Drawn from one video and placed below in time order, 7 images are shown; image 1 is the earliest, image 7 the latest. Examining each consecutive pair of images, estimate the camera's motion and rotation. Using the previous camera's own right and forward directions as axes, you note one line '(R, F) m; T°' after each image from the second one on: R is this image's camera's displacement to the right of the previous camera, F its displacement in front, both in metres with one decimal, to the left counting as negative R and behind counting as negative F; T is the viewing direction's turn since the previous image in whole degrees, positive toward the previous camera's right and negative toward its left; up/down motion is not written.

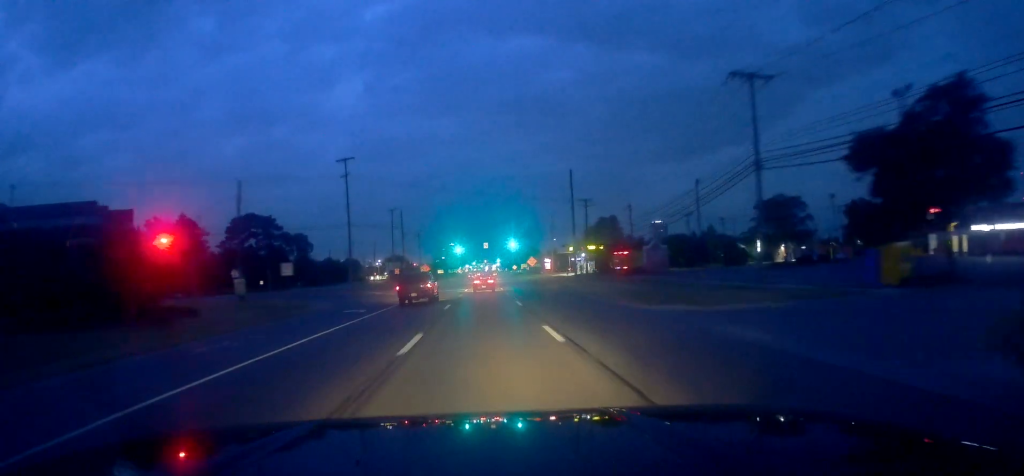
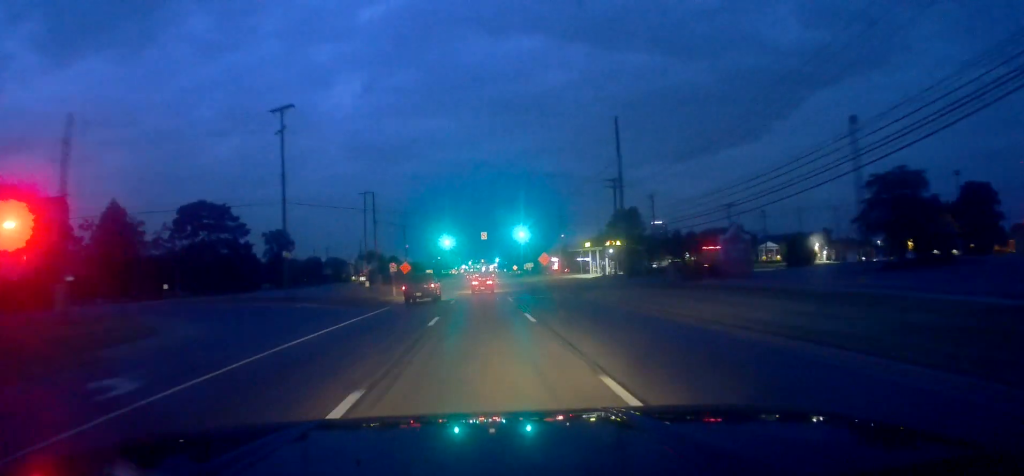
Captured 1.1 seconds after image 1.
(+0.2, +22.6) m; 0°
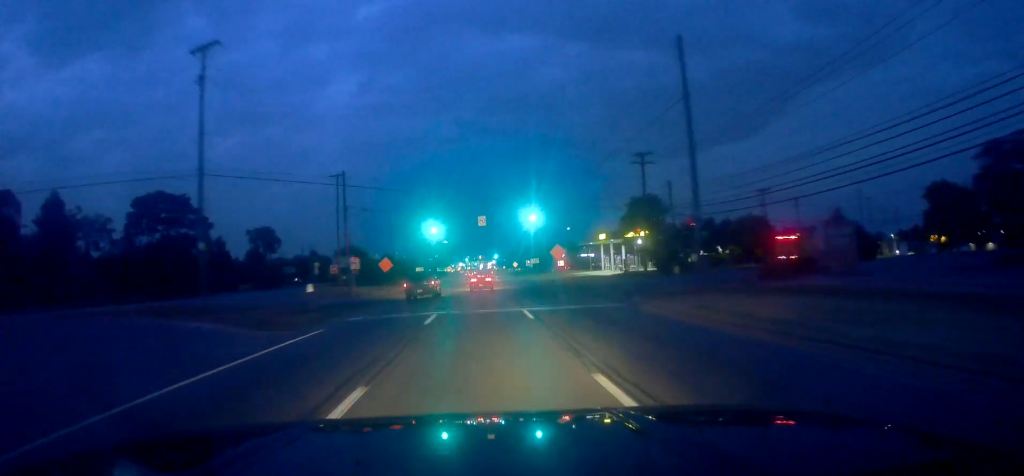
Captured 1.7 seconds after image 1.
(0.0, +14.7) m; 0°
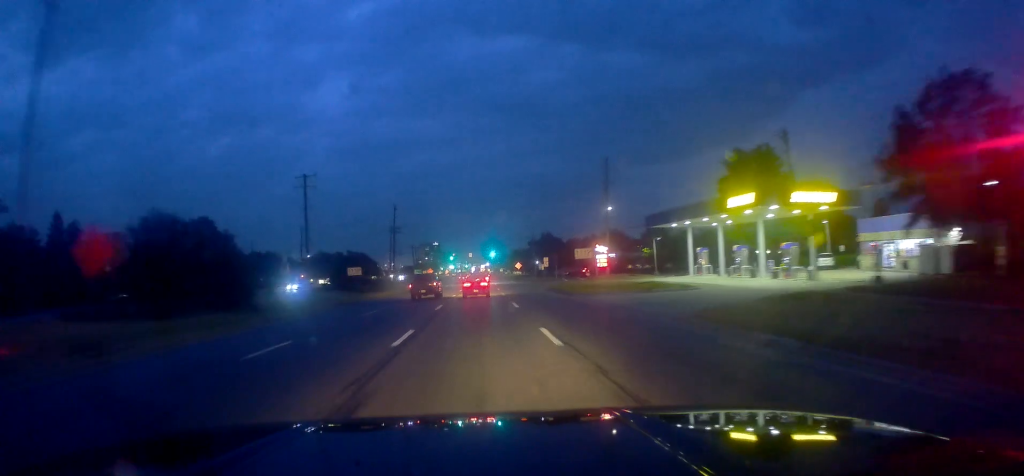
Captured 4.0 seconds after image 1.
(-0.1, +50.7) m; +1°
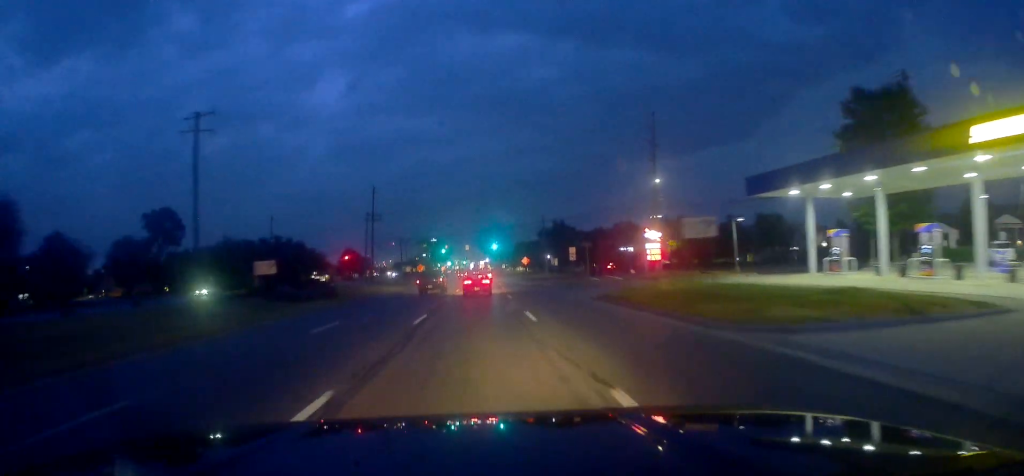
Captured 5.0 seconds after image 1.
(+0.4, +24.3) m; -1°
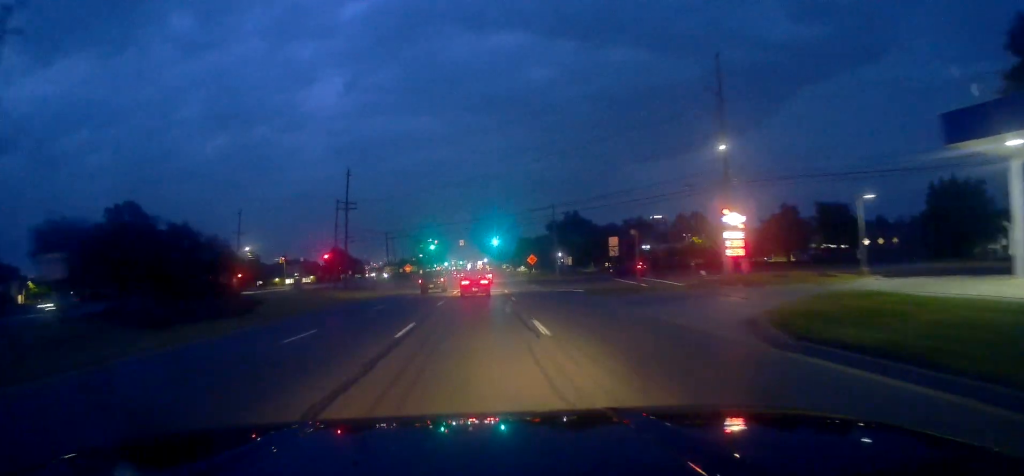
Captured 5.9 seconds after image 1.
(-0.8, +19.1) m; 0°
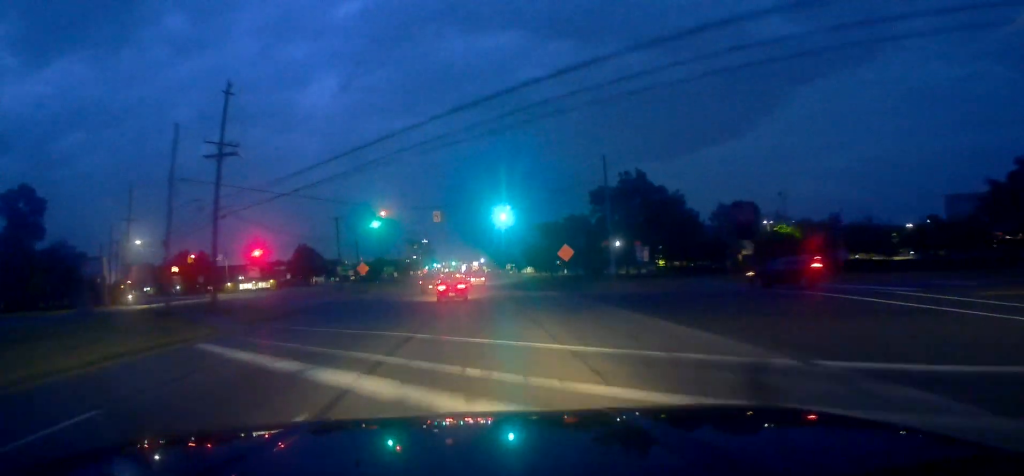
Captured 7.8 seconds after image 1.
(+1.6, +42.9) m; +2°
